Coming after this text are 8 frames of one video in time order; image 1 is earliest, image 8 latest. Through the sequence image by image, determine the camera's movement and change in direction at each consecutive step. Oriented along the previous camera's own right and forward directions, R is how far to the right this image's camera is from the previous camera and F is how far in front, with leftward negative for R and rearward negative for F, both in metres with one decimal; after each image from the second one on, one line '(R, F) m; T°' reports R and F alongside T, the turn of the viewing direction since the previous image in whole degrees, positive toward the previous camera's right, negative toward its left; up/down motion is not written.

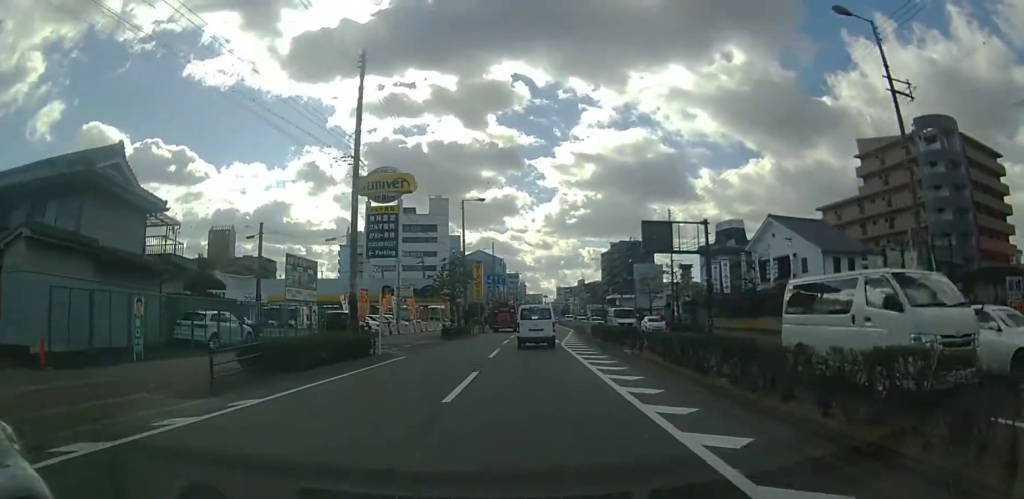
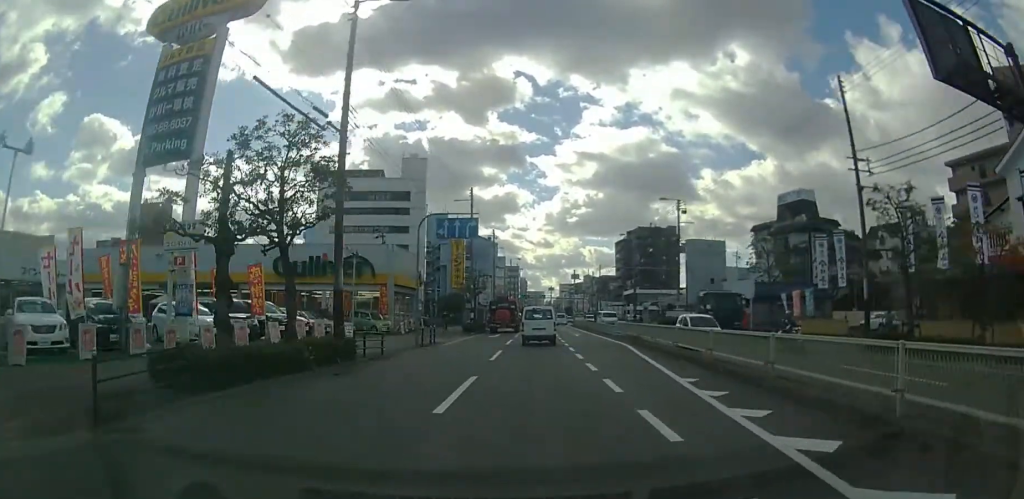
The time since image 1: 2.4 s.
(0.0, +30.1) m; 0°
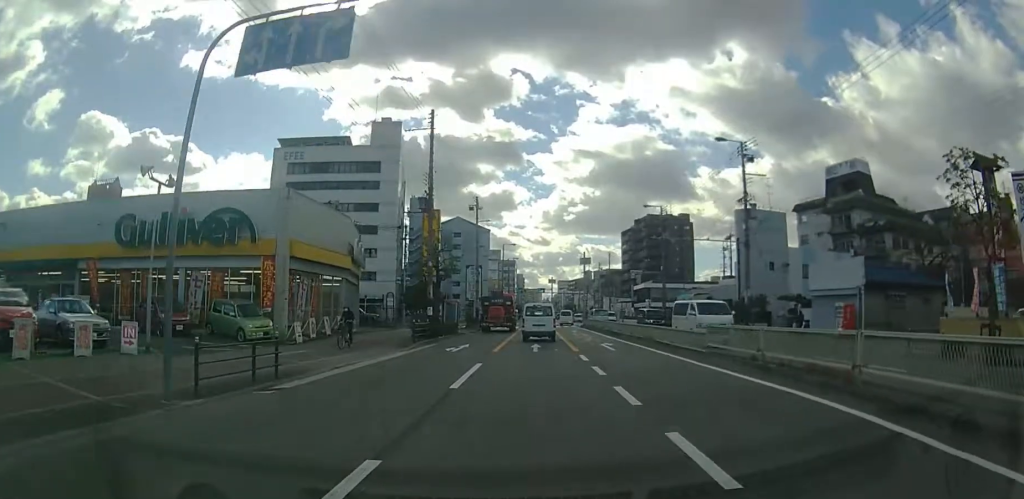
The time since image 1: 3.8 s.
(0.0, +17.6) m; 0°
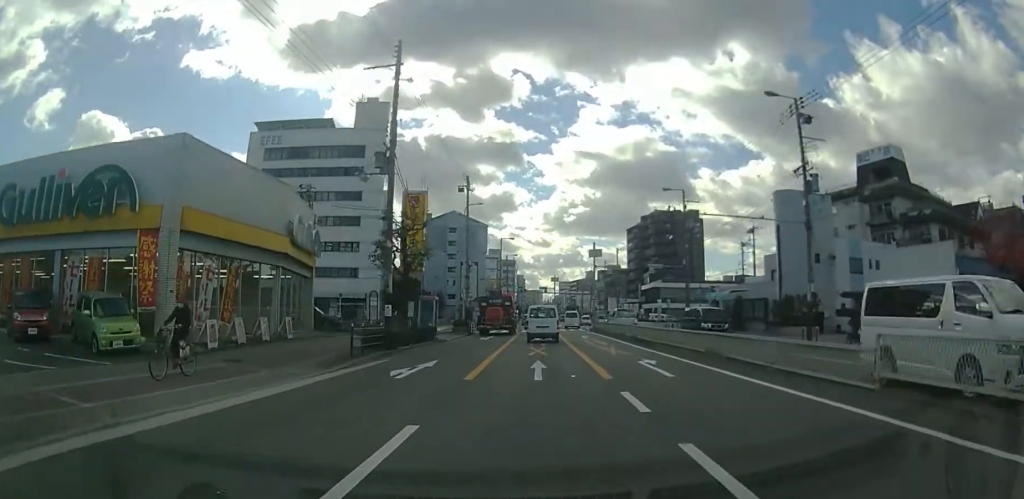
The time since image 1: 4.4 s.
(0.0, +8.8) m; 0°
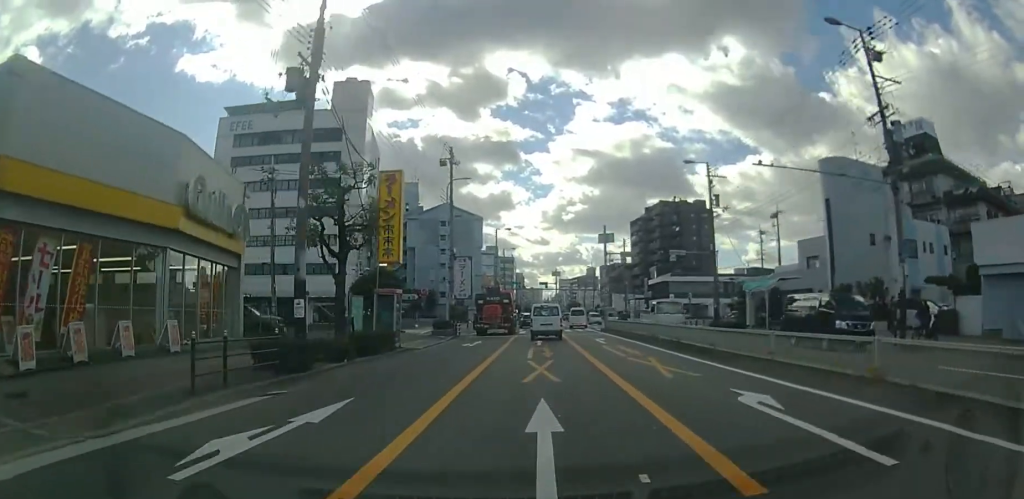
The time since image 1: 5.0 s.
(0.0, +7.9) m; 0°
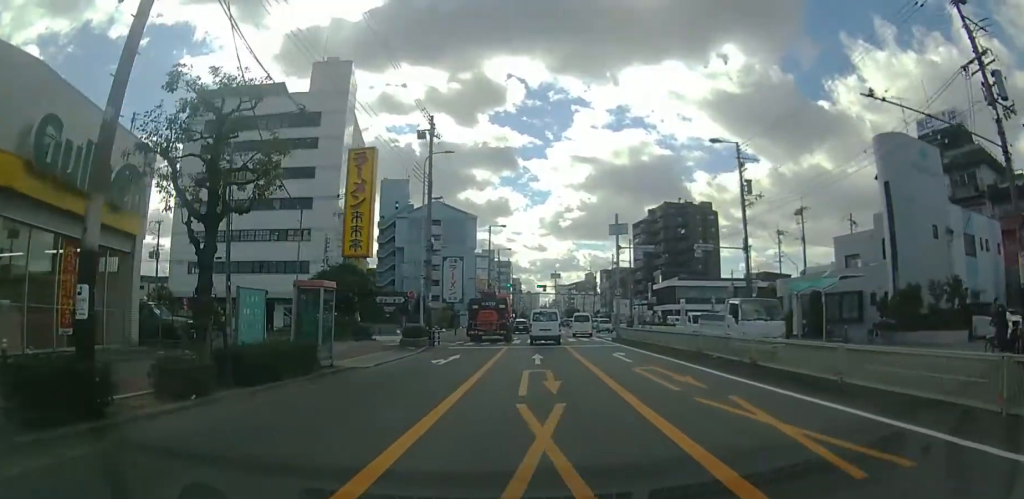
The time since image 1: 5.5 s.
(0.0, +6.9) m; 0°
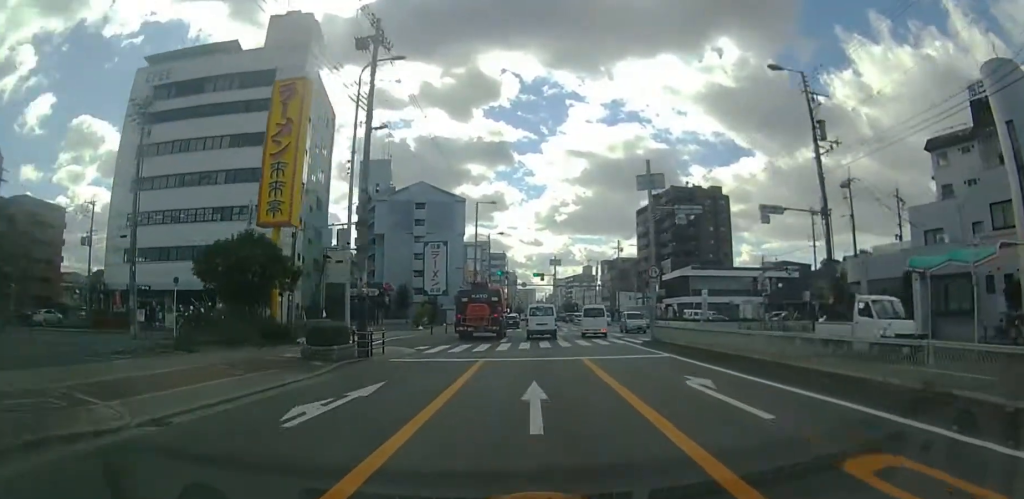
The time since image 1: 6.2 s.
(0.0, +10.6) m; 0°
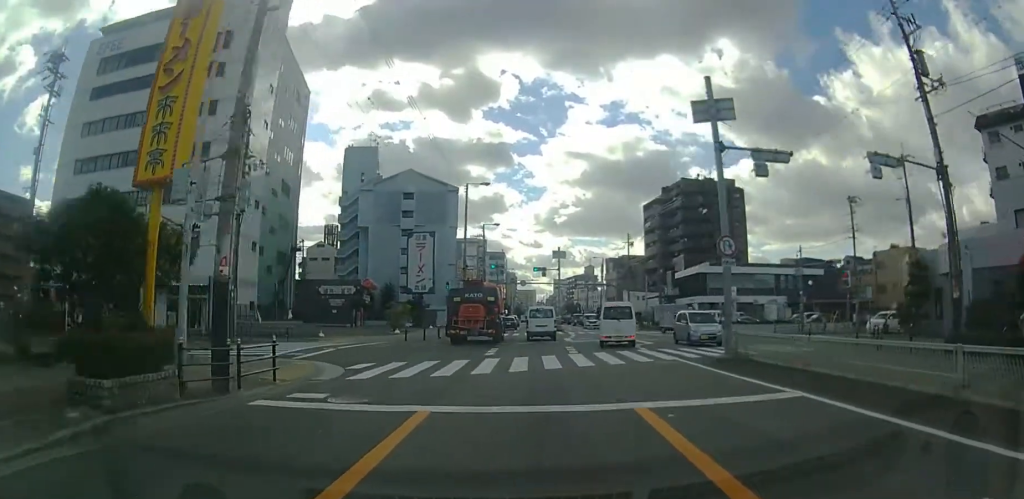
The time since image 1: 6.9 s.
(0.0, +8.9) m; 0°
